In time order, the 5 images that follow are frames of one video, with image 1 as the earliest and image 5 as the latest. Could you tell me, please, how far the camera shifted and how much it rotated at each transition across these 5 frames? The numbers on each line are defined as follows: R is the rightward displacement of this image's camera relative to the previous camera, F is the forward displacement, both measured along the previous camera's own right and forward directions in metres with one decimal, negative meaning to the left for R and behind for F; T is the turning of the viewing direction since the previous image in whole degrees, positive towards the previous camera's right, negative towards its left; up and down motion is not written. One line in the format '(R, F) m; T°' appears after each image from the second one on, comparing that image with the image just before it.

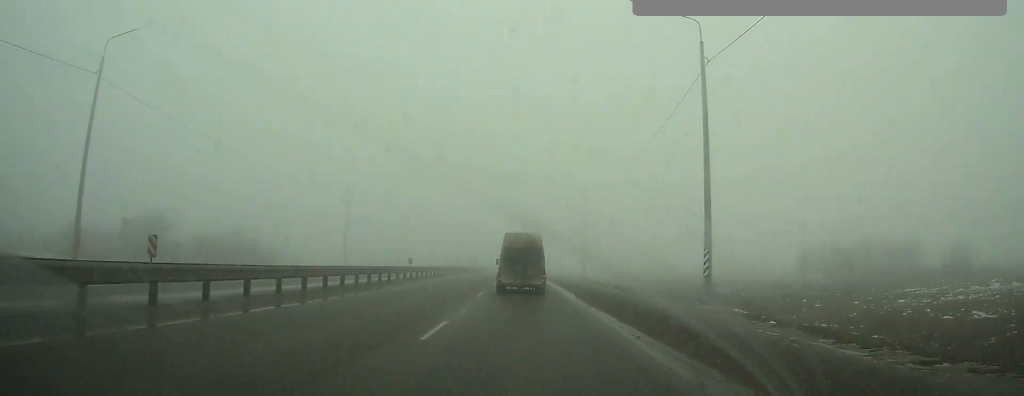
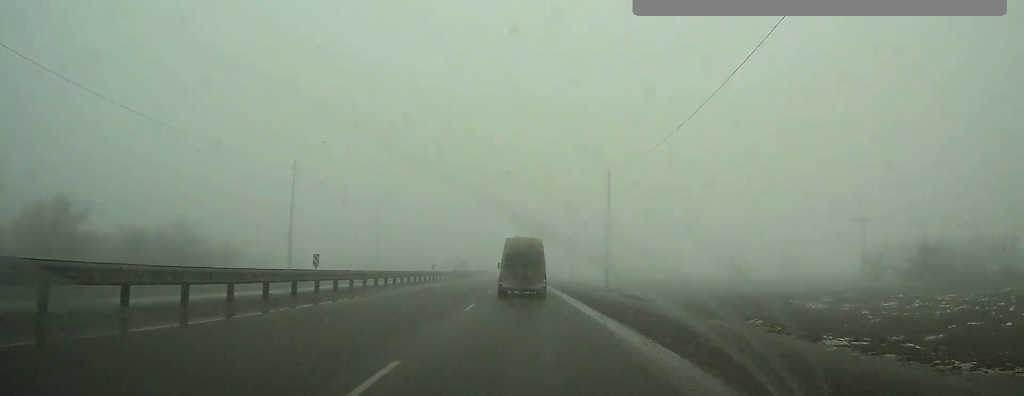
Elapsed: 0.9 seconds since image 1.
(0.0, +16.7) m; 0°
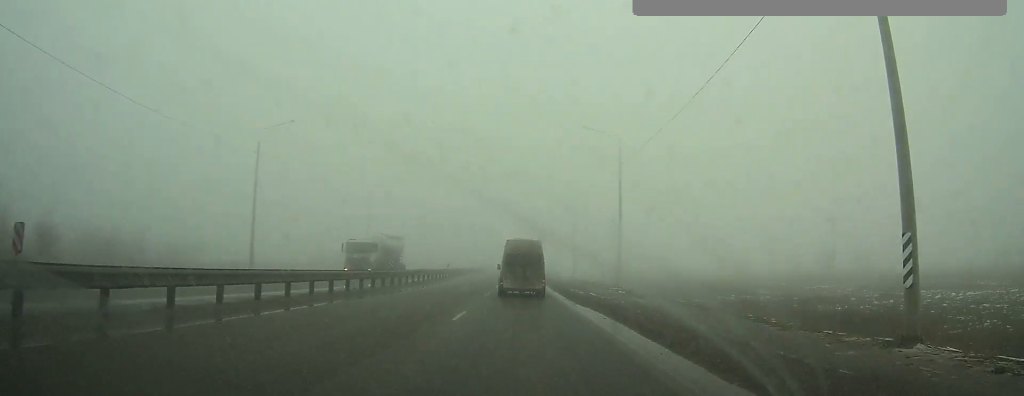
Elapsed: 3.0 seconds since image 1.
(-0.1, +36.4) m; 0°
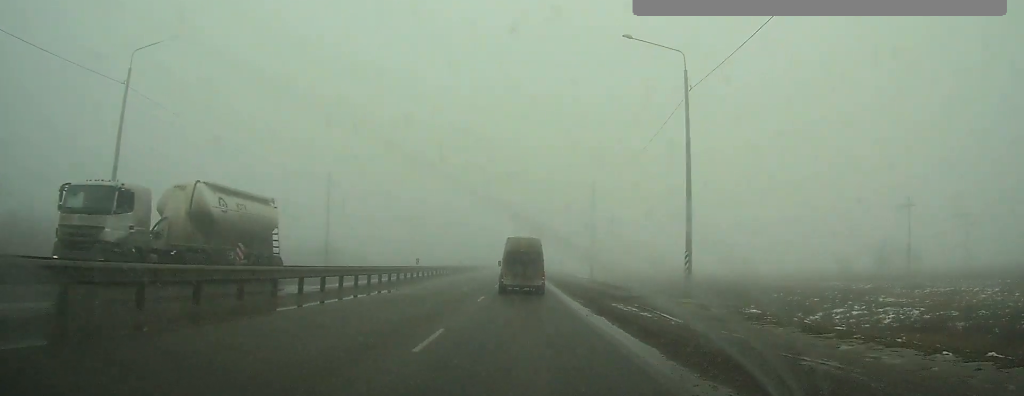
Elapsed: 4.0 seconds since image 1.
(0.0, +14.9) m; 0°
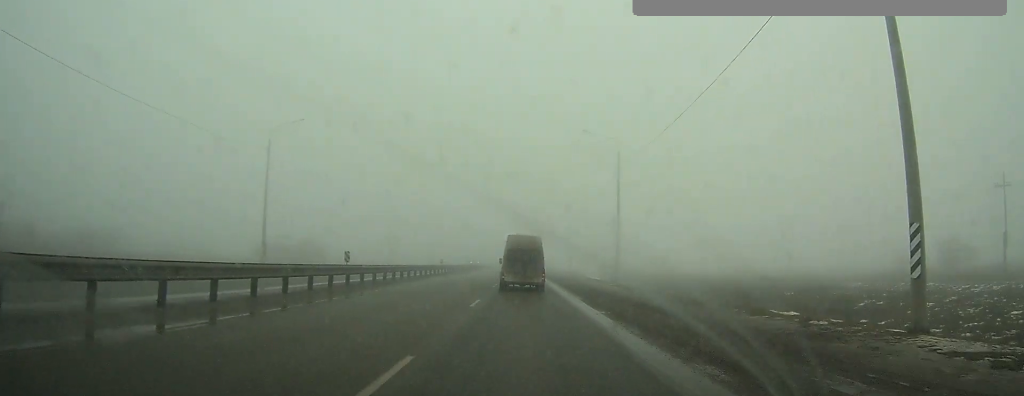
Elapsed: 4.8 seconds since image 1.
(0.0, +12.5) m; 0°
